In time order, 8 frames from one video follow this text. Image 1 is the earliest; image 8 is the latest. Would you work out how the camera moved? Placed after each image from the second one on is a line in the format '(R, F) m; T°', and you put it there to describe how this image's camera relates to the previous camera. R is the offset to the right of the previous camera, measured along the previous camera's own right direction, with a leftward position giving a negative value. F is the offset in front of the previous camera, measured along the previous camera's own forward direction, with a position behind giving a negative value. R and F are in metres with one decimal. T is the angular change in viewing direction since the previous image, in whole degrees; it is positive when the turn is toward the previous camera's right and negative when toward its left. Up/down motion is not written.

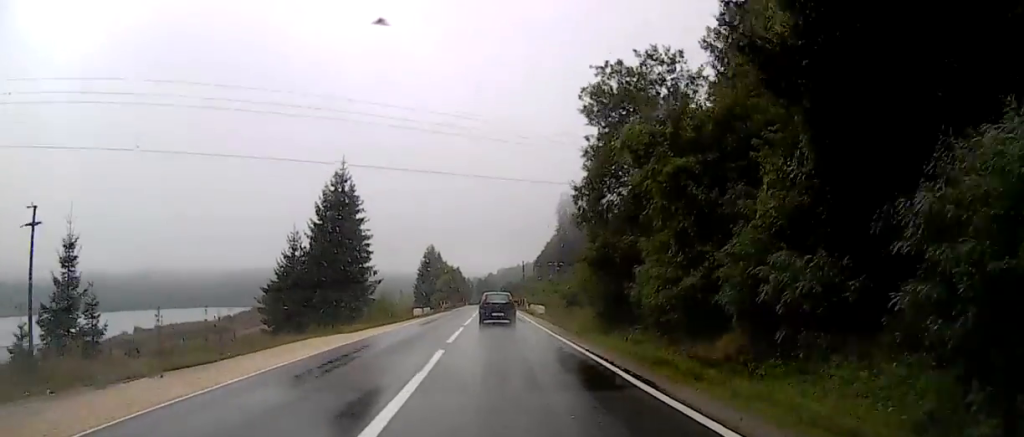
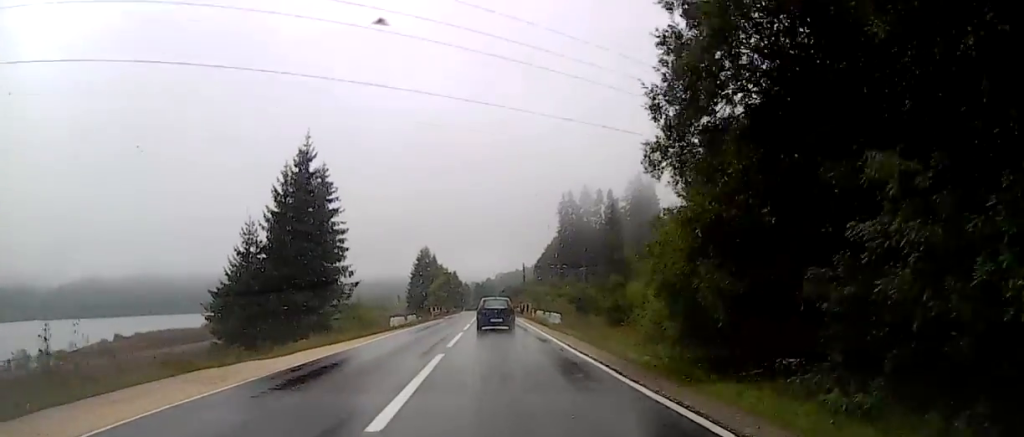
(0.0, +11.8) m; 0°
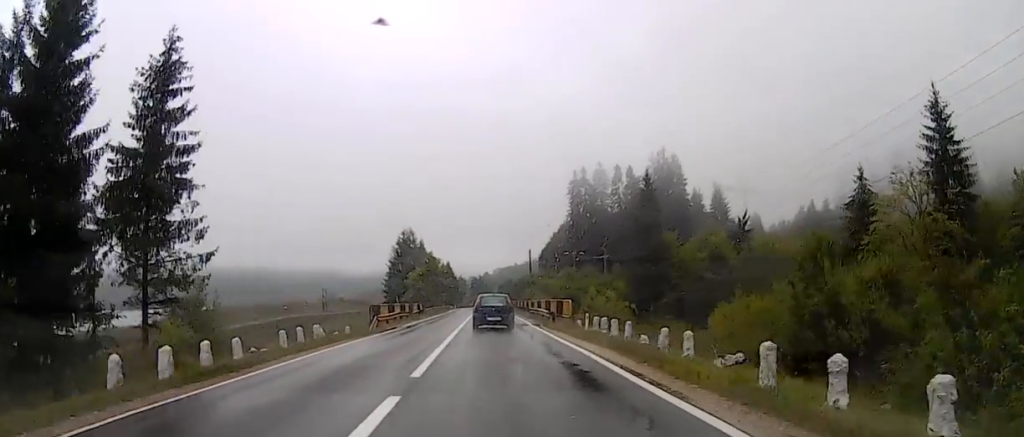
(0.0, +28.8) m; 0°
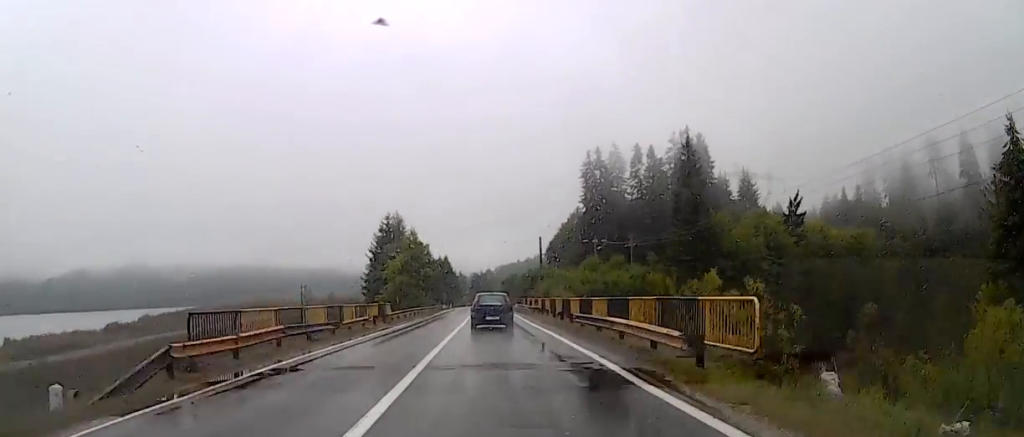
(0.0, +21.6) m; 0°
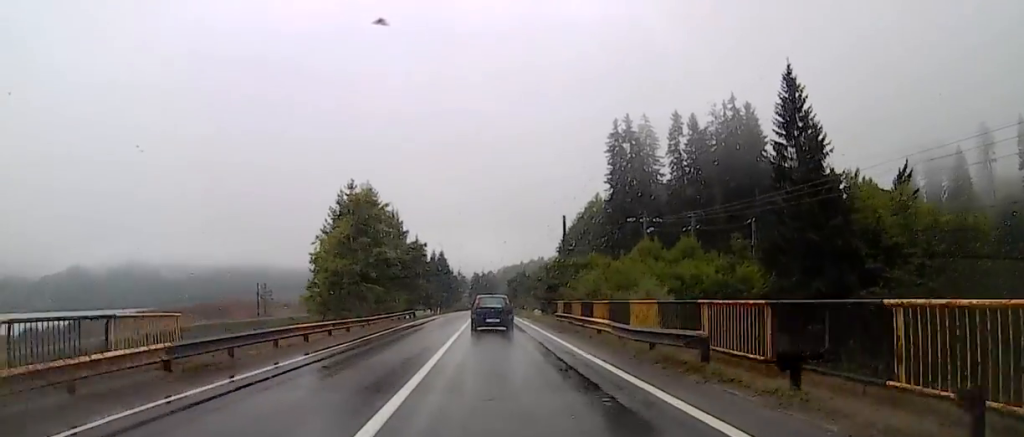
(-0.2, +31.2) m; -2°
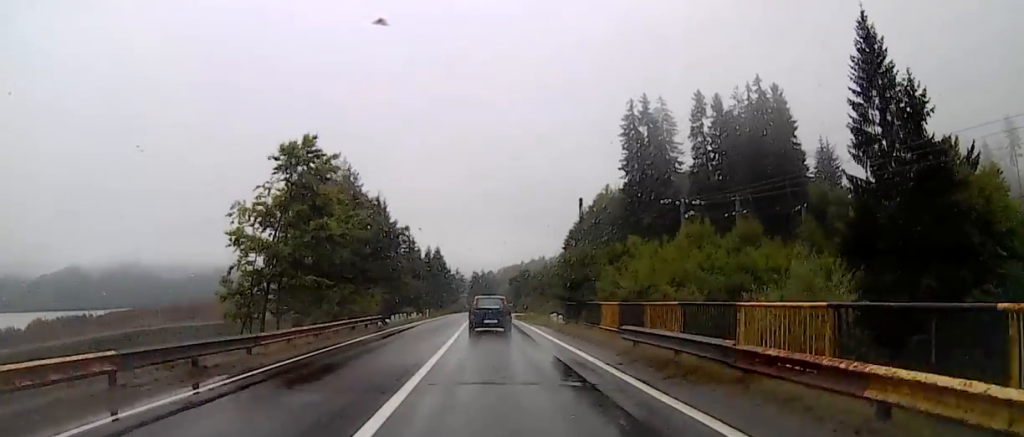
(-0.2, +12.3) m; 0°
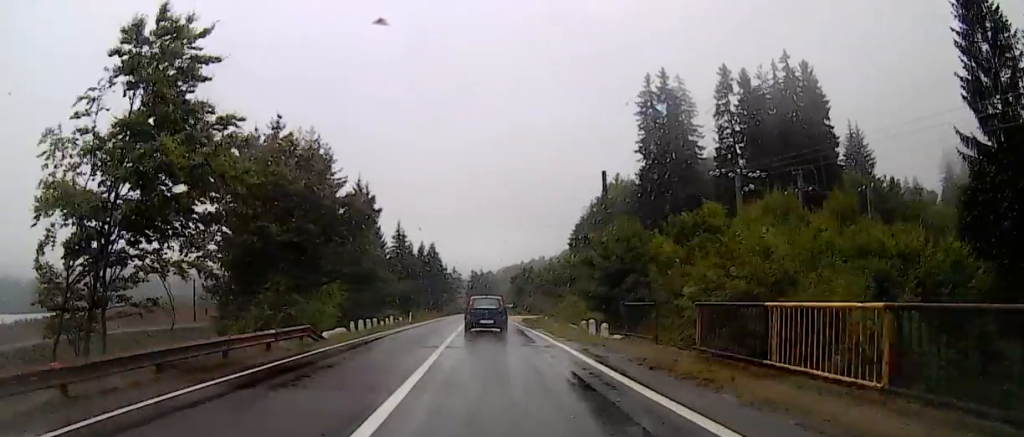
(-0.1, +12.0) m; +1°
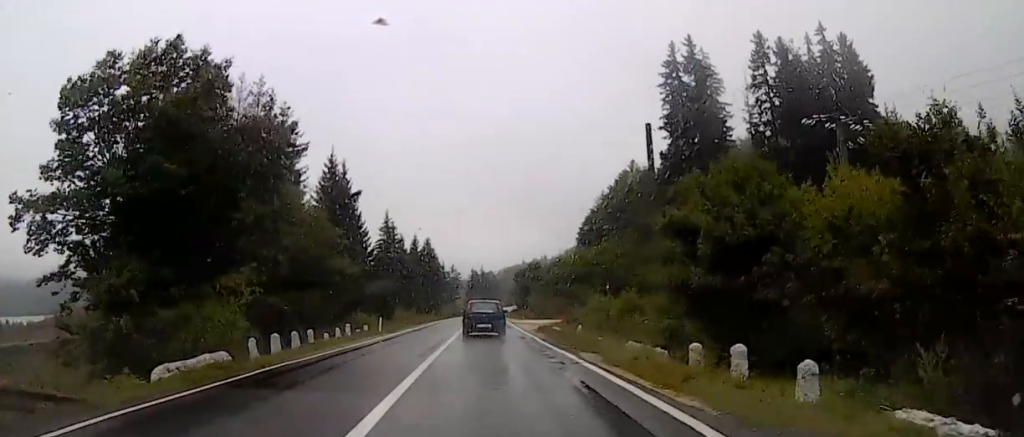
(+0.4, +13.6) m; +2°
